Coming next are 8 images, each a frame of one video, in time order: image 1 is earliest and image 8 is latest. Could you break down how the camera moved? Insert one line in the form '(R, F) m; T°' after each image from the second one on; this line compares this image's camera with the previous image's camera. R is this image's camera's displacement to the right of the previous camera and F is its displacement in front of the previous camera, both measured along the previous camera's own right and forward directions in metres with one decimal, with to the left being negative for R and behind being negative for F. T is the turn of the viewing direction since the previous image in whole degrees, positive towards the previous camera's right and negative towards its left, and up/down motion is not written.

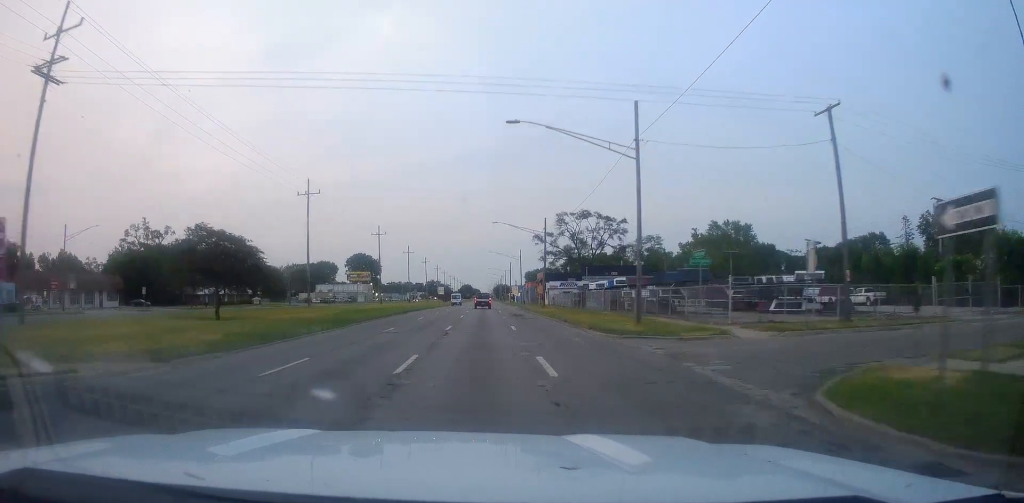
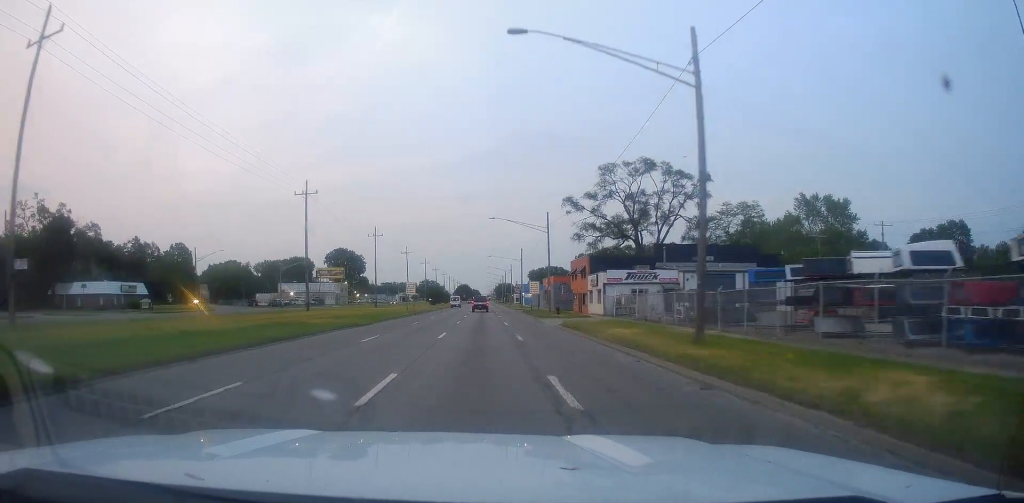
(-0.9, +49.3) m; -2°
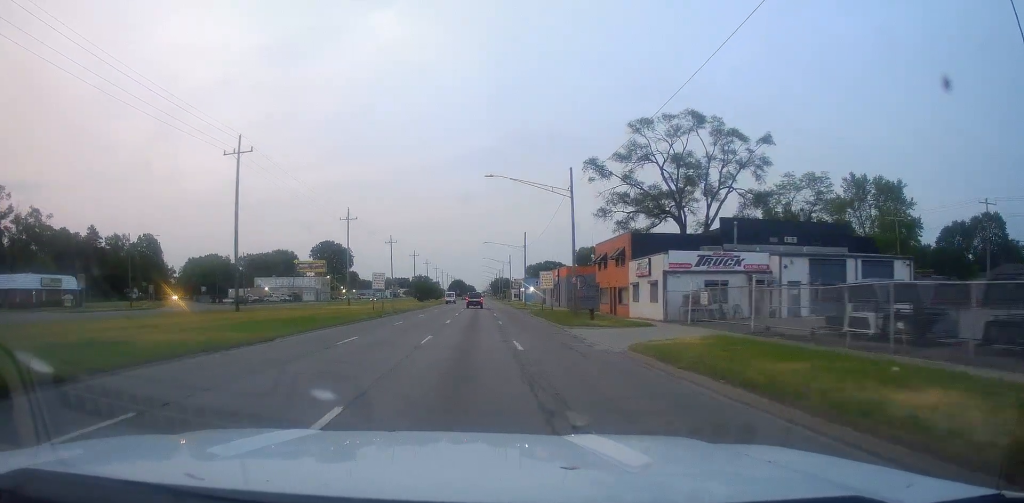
(+0.1, +19.9) m; -1°
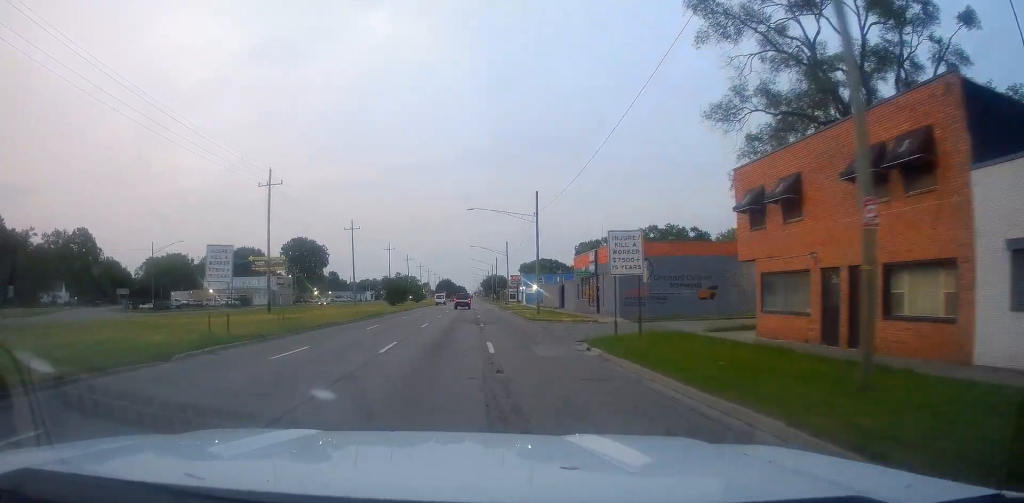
(+0.2, +32.5) m; +1°
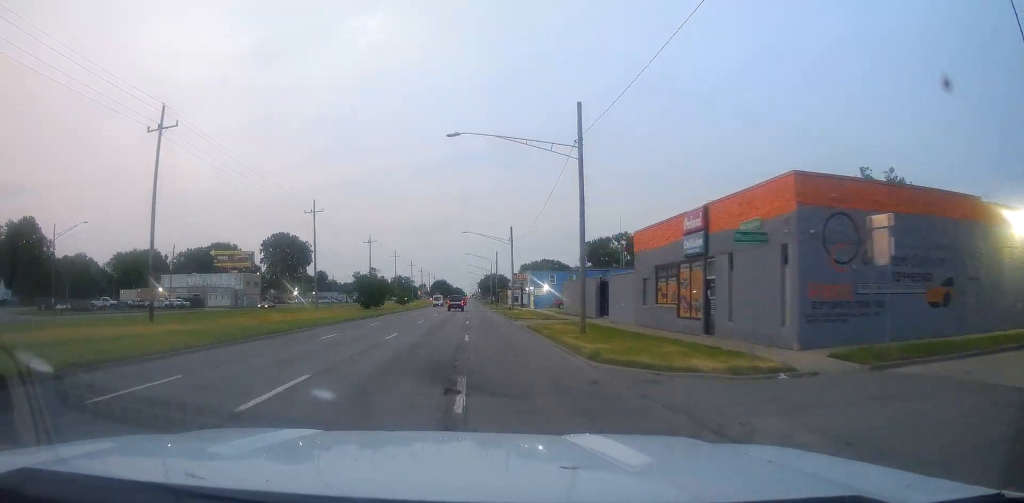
(+0.1, +24.0) m; +1°
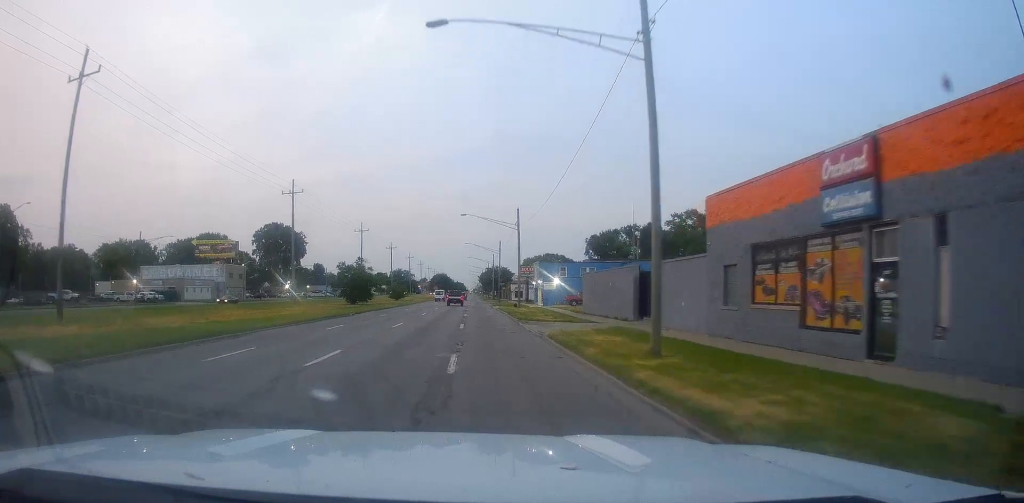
(-0.1, +10.9) m; 0°
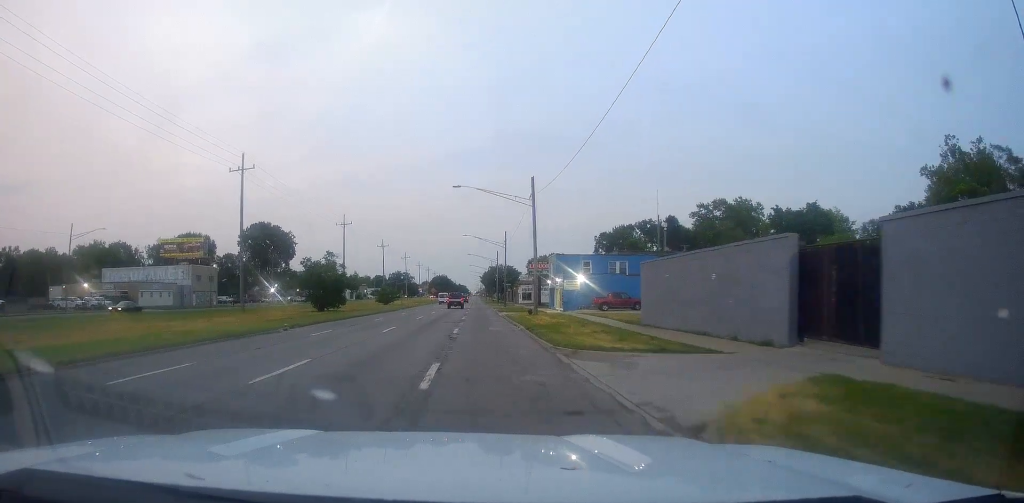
(+0.4, +17.4) m; +1°
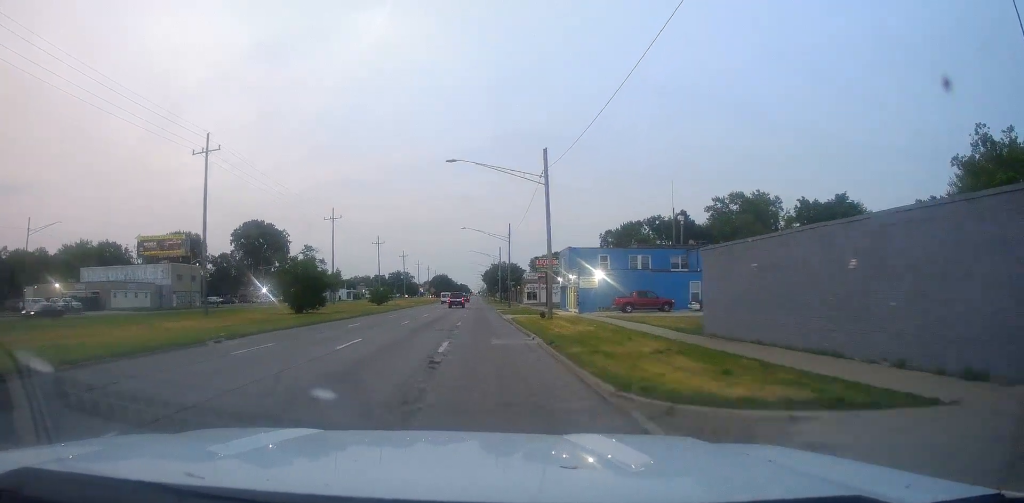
(0.0, +8.7) m; -1°
